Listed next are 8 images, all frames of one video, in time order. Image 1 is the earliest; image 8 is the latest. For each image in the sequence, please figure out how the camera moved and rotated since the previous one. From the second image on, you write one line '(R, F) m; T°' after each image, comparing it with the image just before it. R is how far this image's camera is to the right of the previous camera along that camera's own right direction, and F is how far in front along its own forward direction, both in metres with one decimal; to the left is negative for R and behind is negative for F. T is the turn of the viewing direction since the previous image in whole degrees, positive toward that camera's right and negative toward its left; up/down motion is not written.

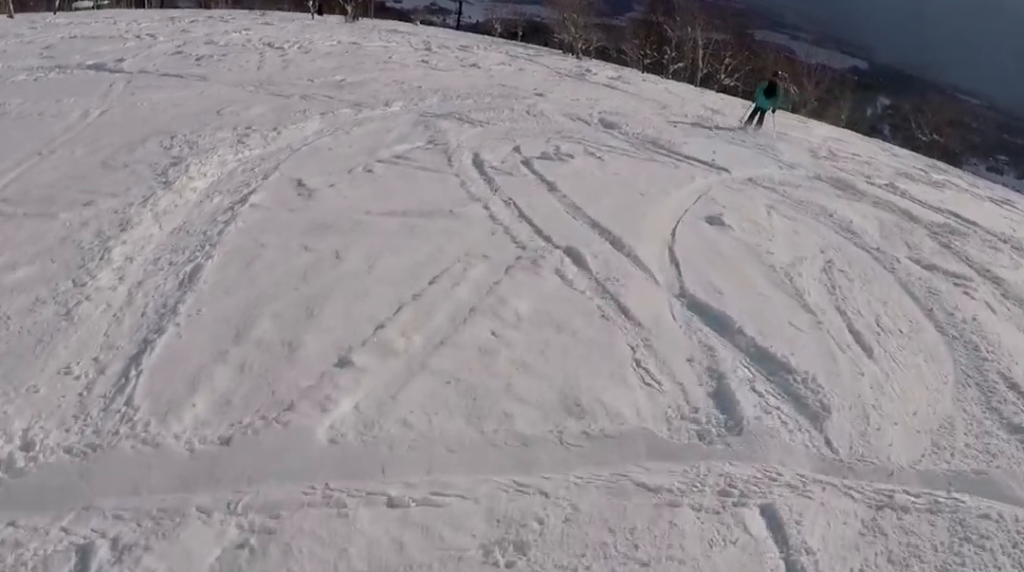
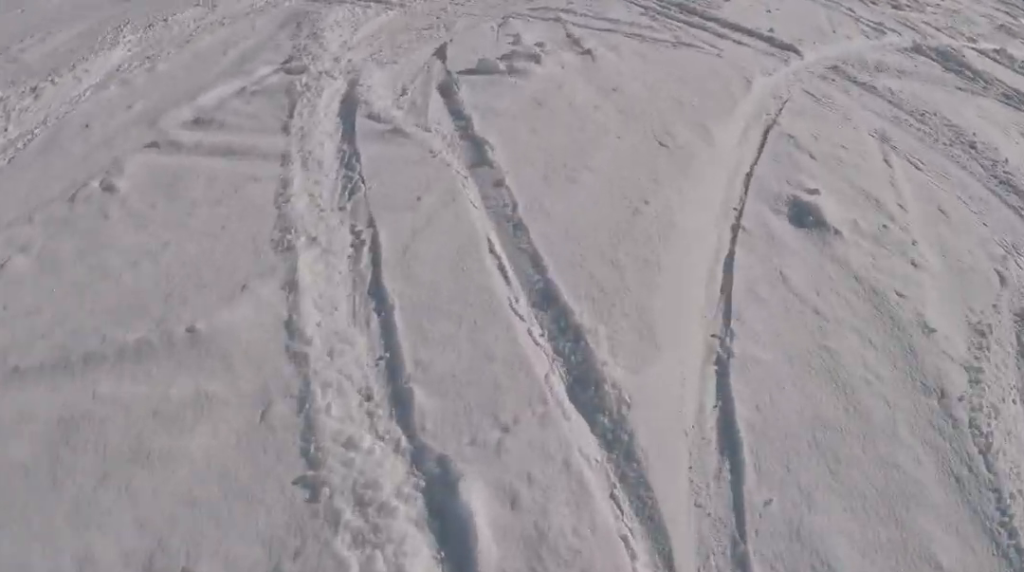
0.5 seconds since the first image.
(-0.3, +3.5) m; -3°
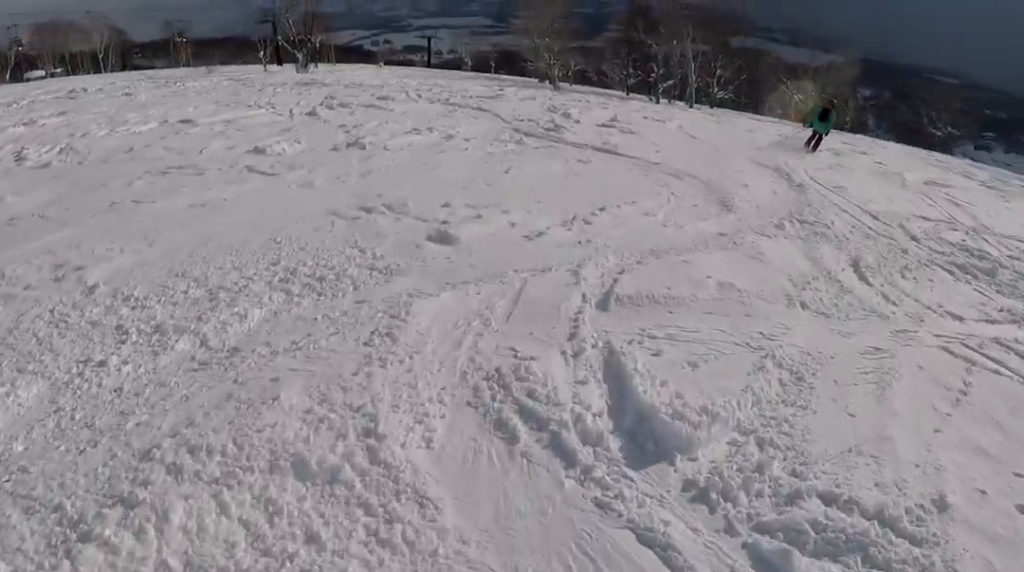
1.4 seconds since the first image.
(-0.1, +5.8) m; +9°
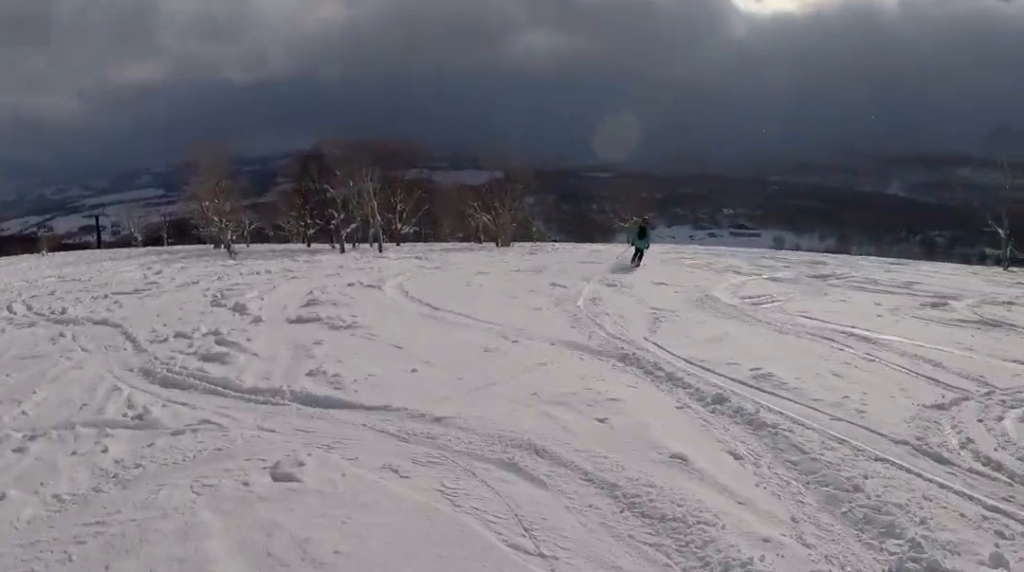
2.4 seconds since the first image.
(+1.1, +6.5) m; +17°
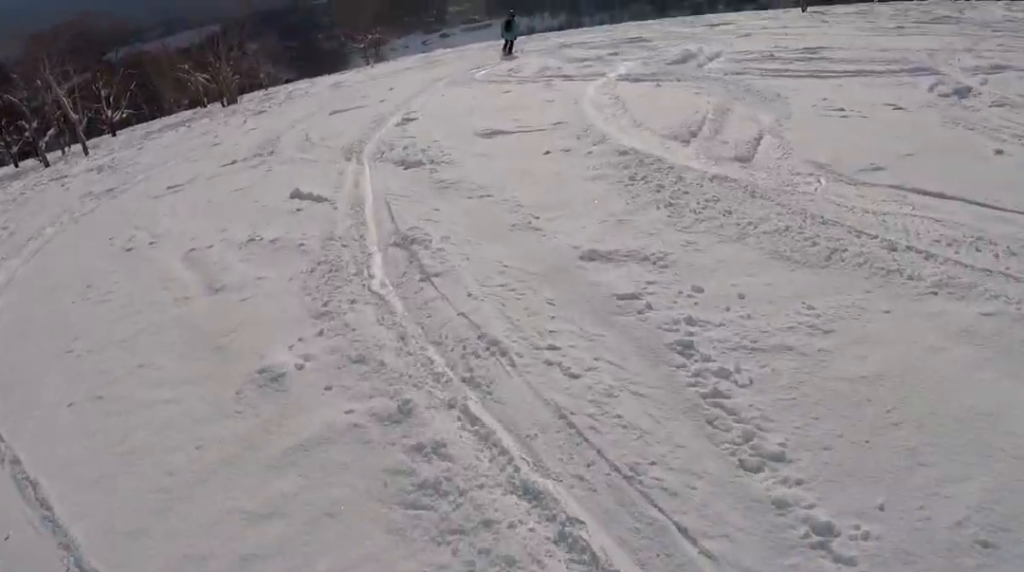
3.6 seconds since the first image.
(+1.5, +8.0) m; +25°
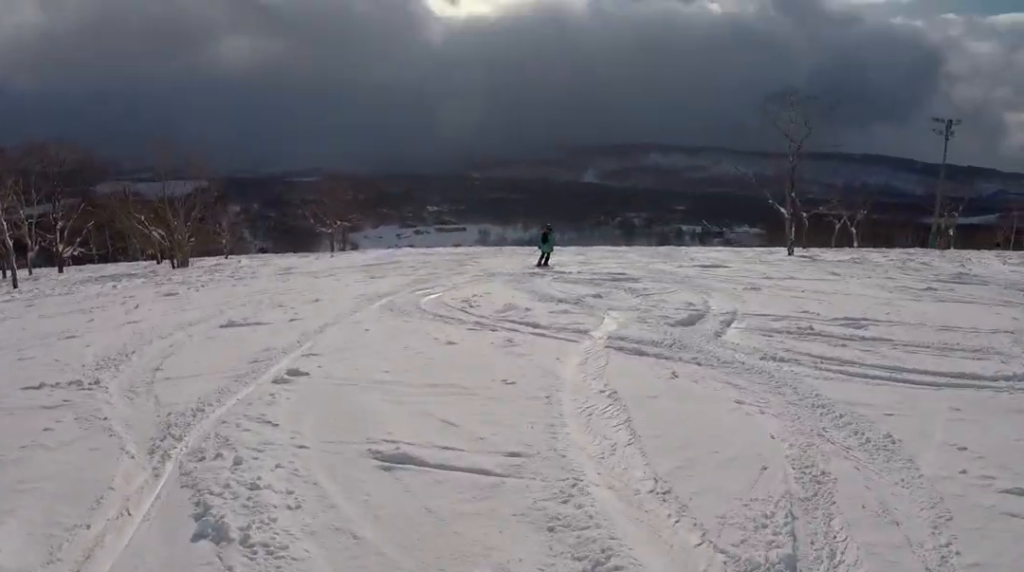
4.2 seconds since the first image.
(+1.0, +4.4) m; +9°
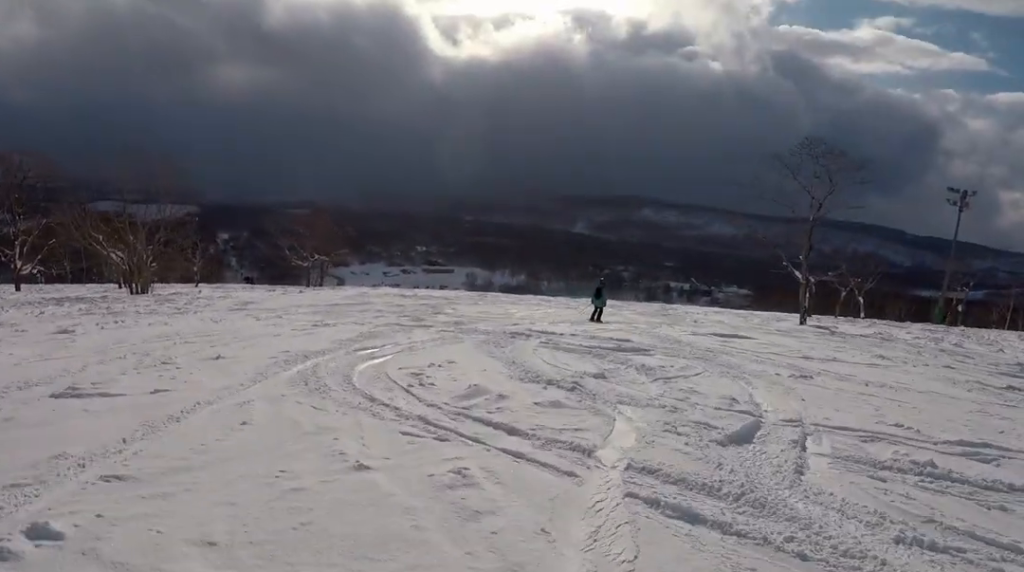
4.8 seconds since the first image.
(+0.2, +4.1) m; +2°
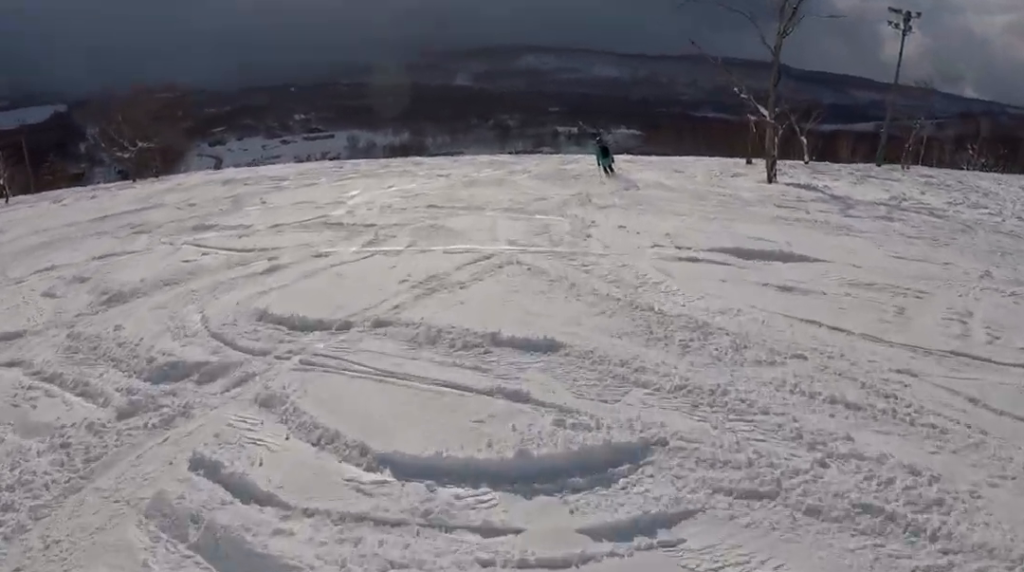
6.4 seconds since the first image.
(-0.6, +11.2) m; -2°
